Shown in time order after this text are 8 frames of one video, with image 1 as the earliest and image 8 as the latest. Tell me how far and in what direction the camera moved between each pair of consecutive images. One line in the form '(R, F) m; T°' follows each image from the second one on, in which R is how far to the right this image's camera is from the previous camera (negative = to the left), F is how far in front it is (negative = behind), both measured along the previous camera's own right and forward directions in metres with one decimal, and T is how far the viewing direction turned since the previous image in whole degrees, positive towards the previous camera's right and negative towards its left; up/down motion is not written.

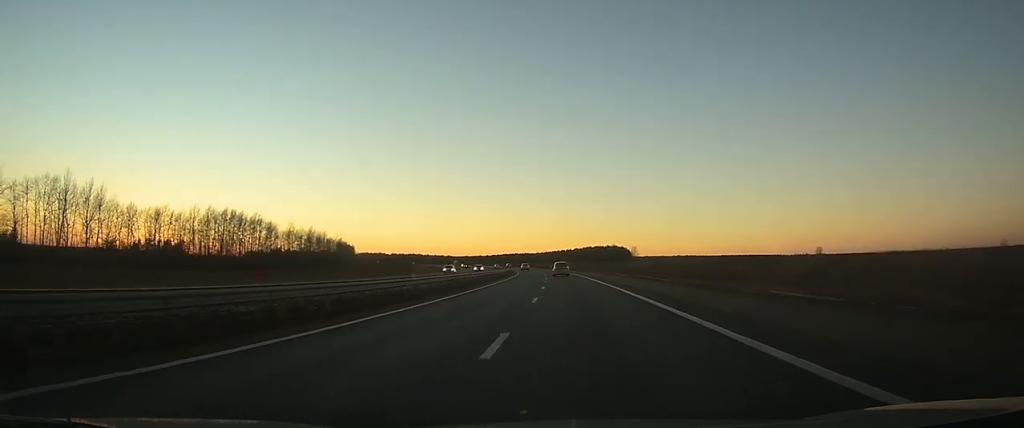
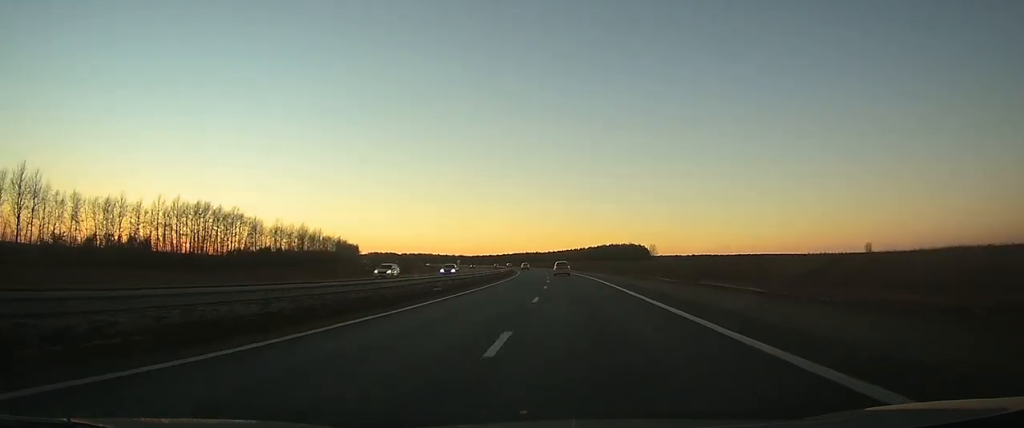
(0.0, +23.4) m; -1°
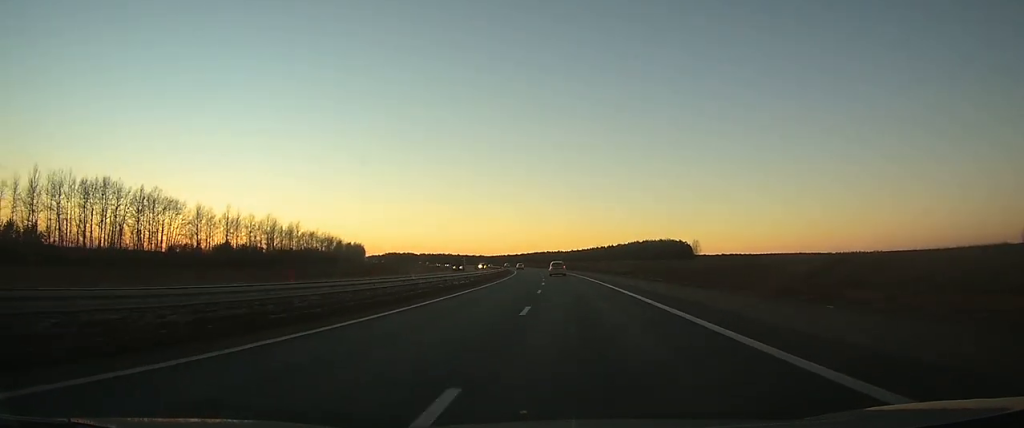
(-1.2, +51.2) m; -3°
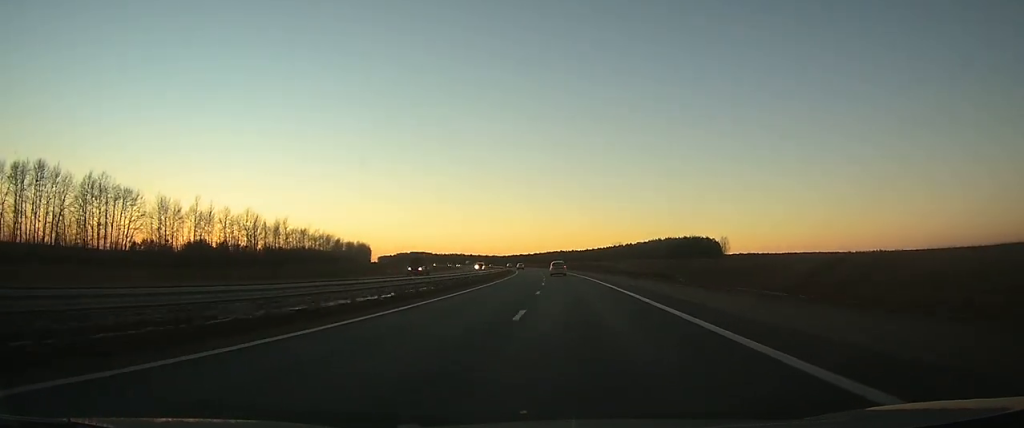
(-0.5, +24.1) m; -1°
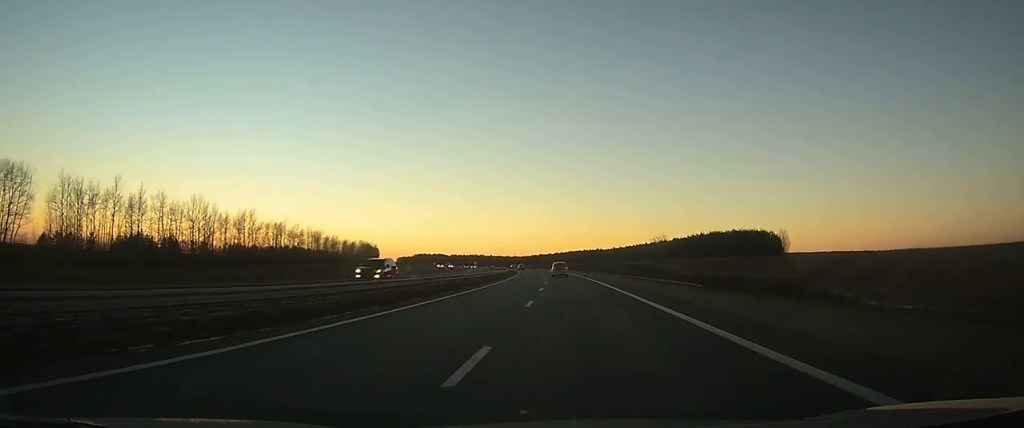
(-0.7, +41.1) m; -2°
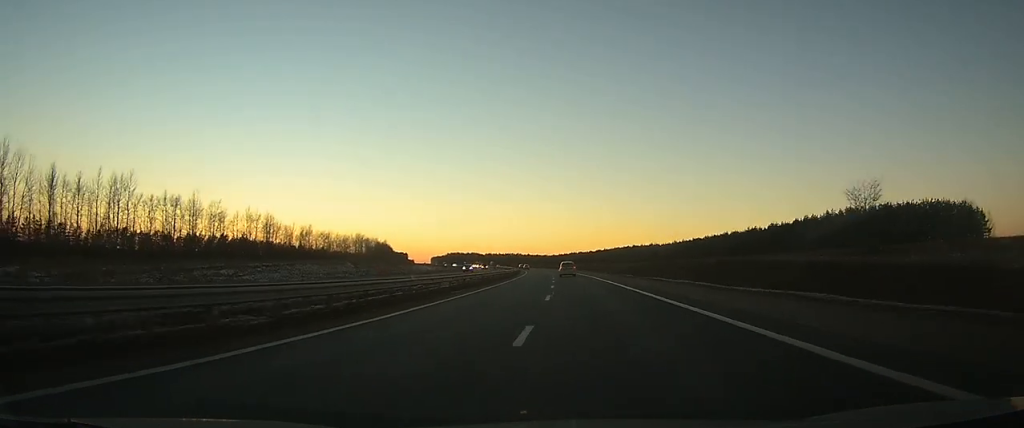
(-2.9, +75.9) m; -4°
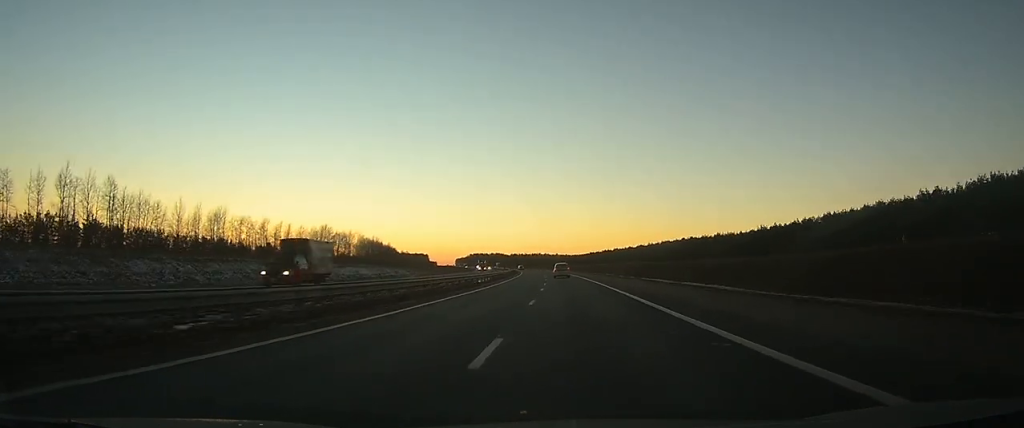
(-2.3, +87.4) m; -3°
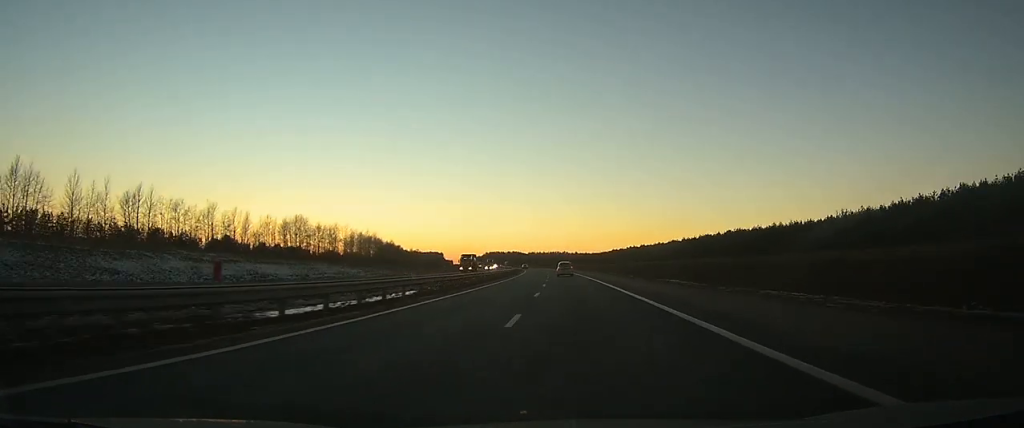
(-0.5, +43.9) m; -2°
